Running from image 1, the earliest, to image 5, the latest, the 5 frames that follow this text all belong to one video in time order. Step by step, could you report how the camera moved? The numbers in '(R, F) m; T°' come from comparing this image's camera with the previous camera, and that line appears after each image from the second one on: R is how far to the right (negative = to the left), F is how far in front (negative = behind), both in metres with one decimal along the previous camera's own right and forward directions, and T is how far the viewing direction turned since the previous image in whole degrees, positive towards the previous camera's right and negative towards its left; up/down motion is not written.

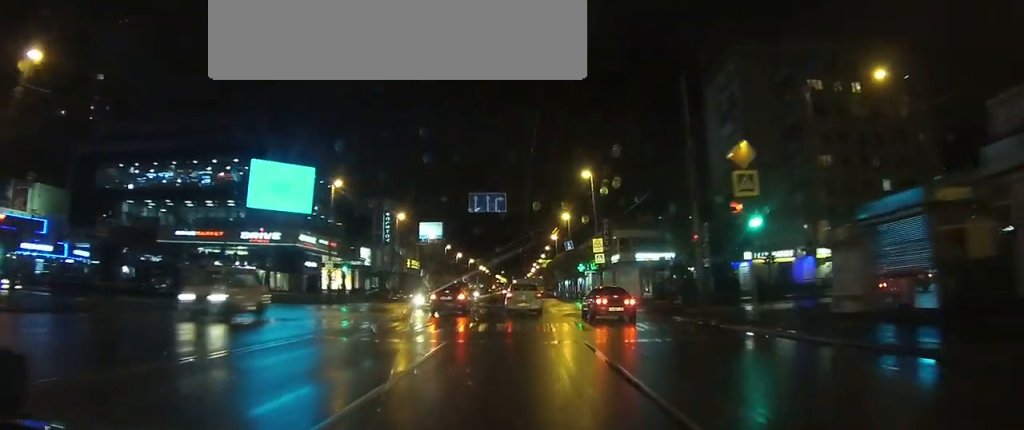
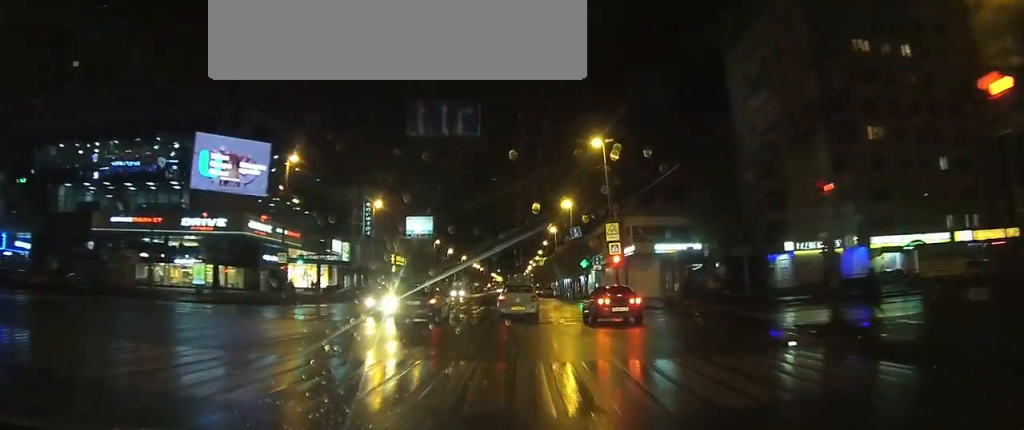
(0.0, +11.2) m; 0°
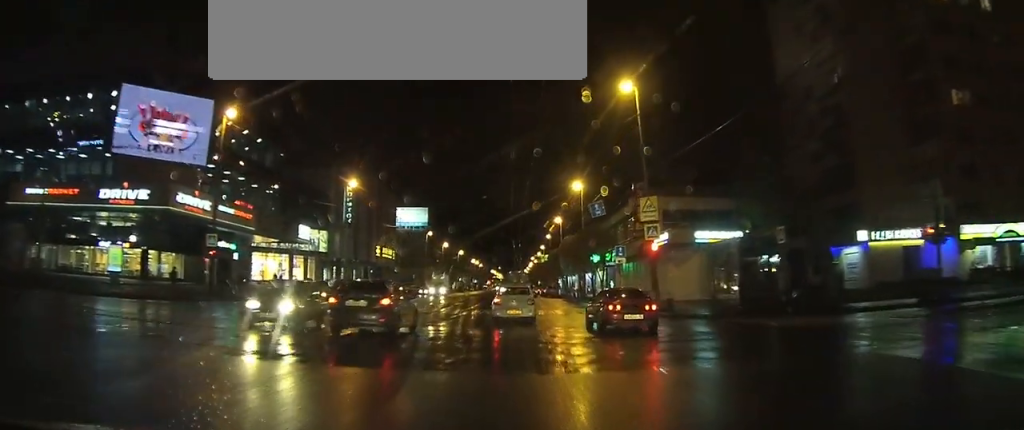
(0.0, +12.7) m; 0°
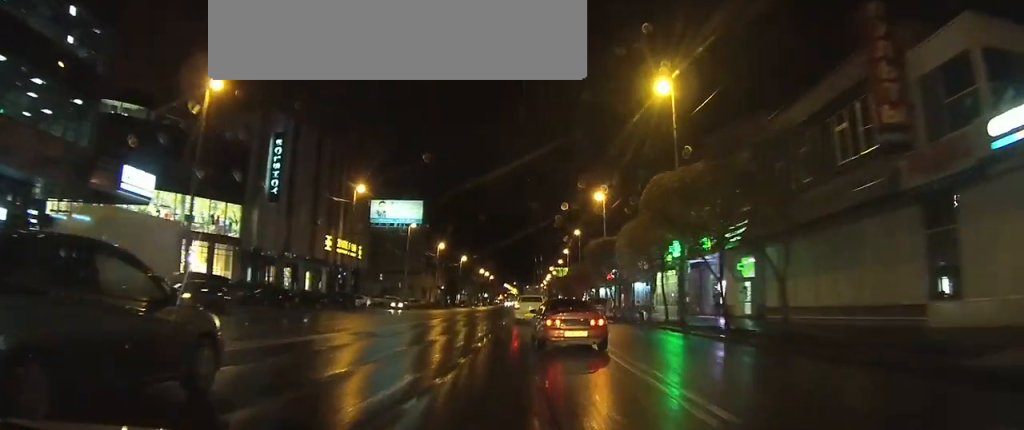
(-0.3, +35.2) m; -1°
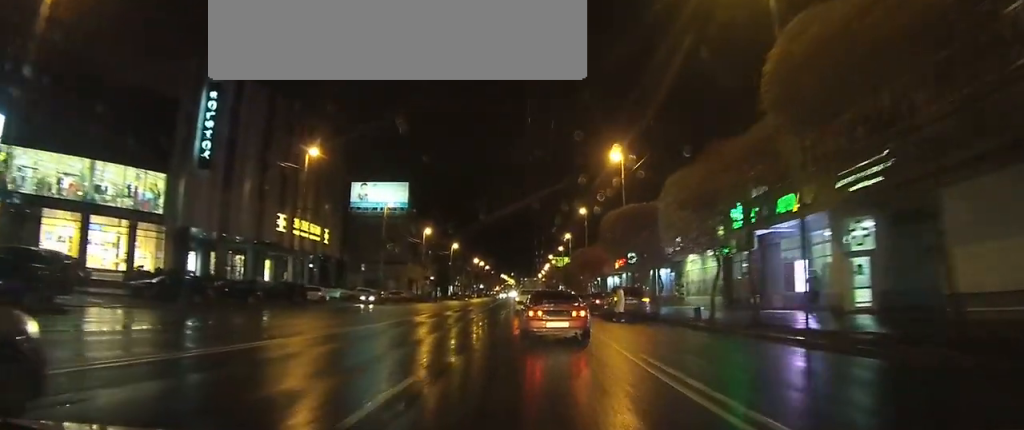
(0.0, +12.7) m; 0°
